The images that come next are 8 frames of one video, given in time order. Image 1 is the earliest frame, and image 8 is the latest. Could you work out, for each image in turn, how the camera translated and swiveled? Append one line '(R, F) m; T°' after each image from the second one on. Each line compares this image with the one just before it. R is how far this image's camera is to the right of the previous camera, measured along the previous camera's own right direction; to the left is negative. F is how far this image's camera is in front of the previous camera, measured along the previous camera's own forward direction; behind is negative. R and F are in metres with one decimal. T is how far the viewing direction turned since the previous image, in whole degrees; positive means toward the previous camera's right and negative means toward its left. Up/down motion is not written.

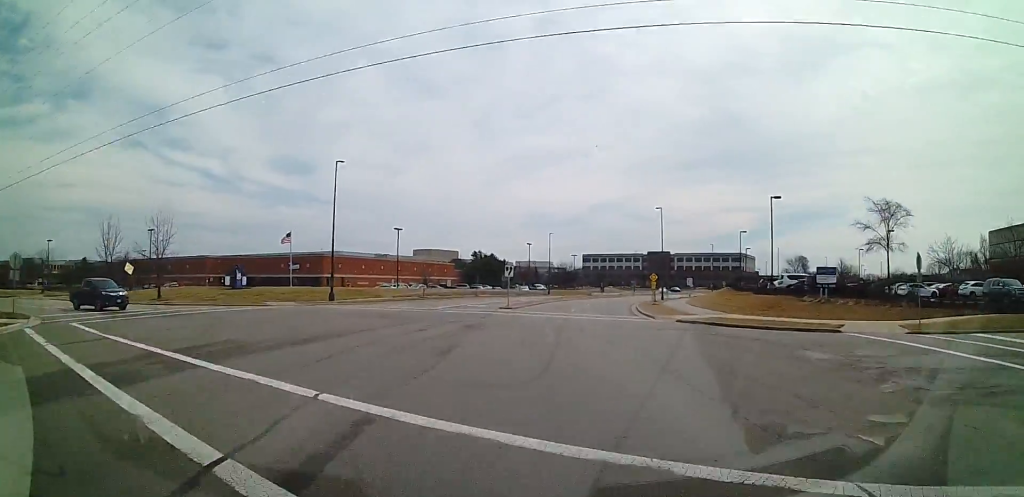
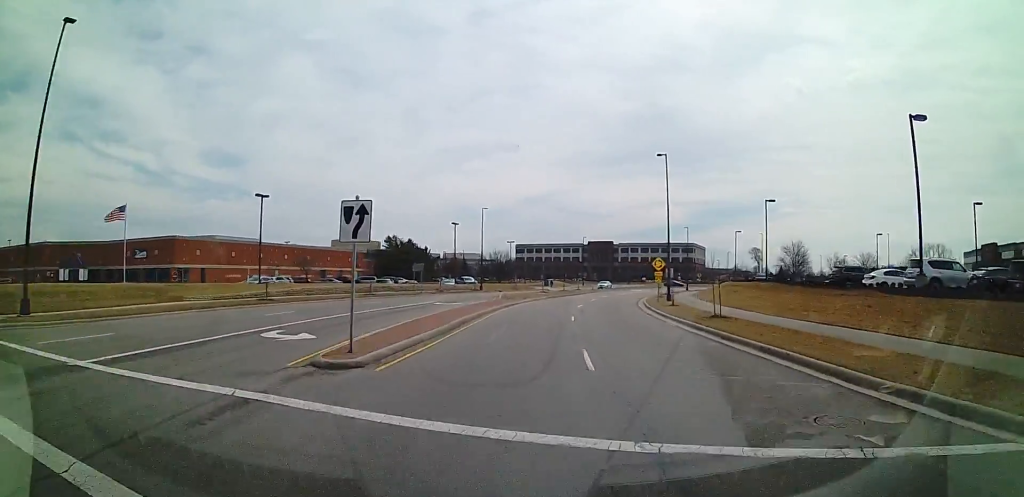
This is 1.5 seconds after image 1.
(+1.2, +27.8) m; +5°
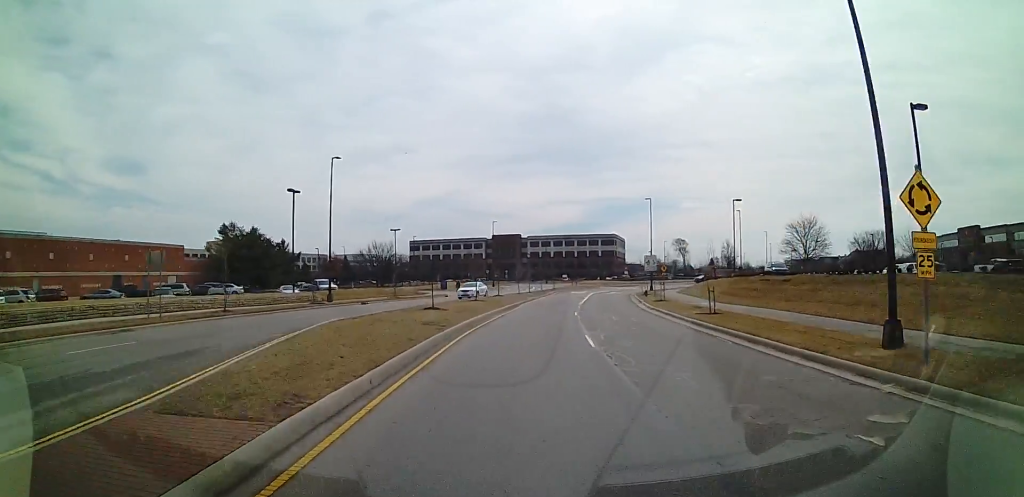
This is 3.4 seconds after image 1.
(+2.4, +33.4) m; +12°
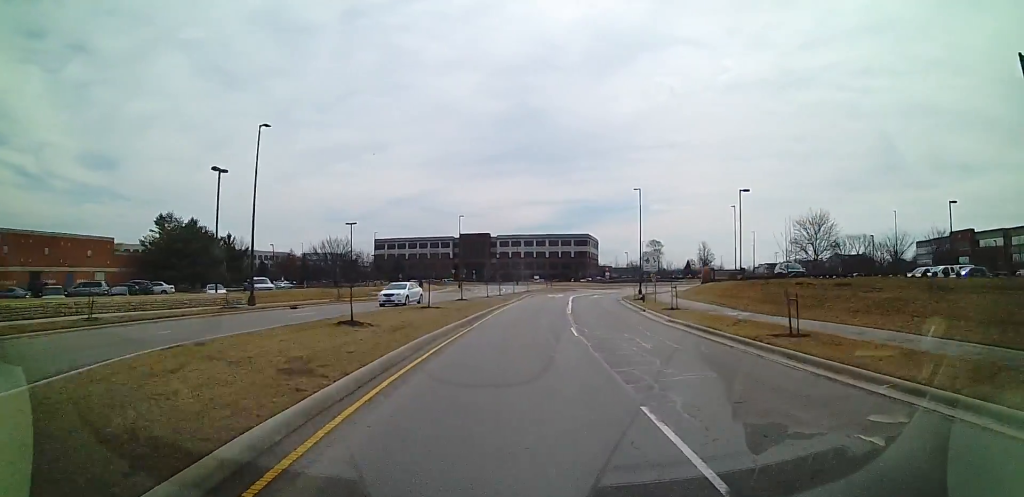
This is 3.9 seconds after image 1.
(+0.7, +9.3) m; +2°
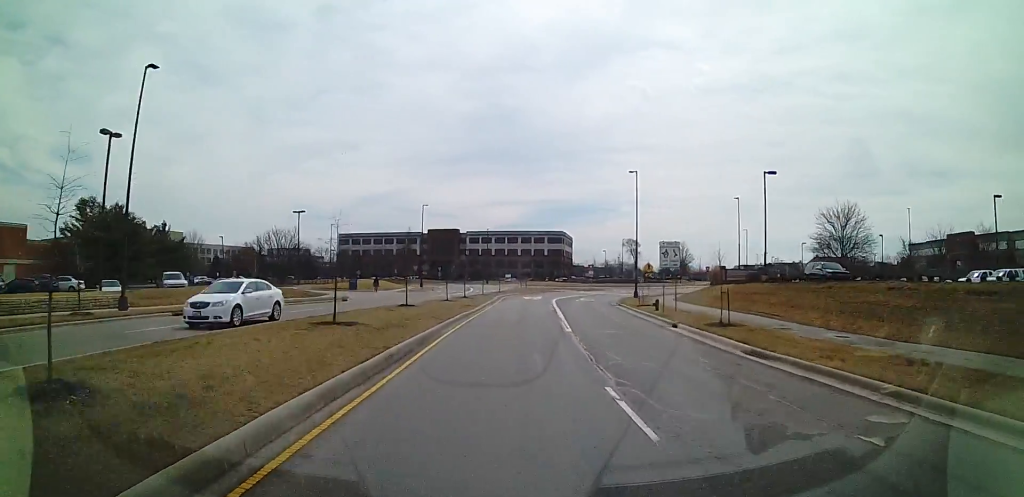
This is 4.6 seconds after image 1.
(+0.4, +10.9) m; +2°
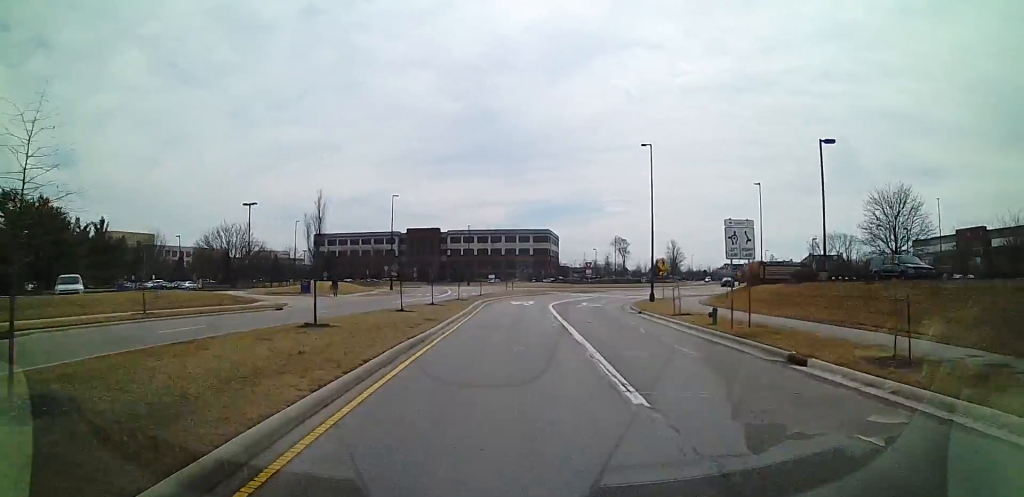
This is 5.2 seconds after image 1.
(-0.2, +10.4) m; +1°
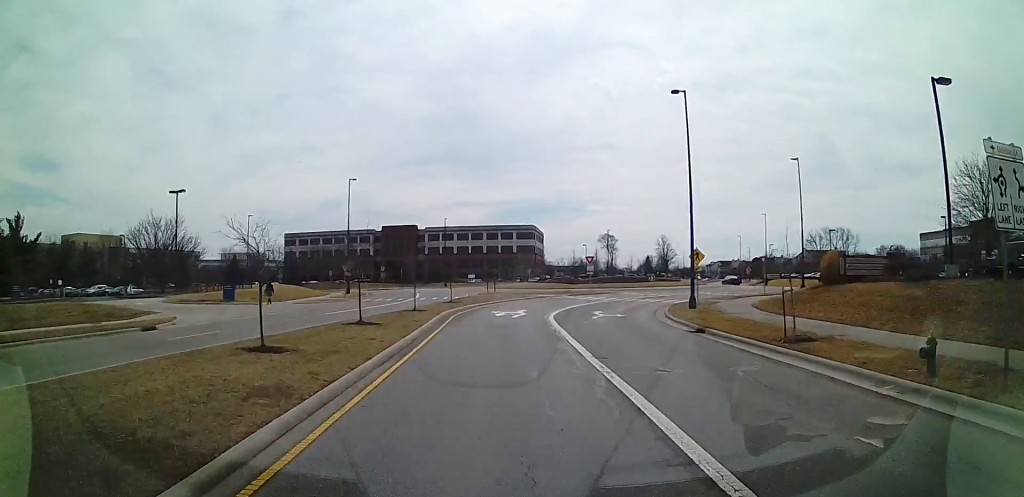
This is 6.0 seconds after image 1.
(+0.4, +12.0) m; +4°
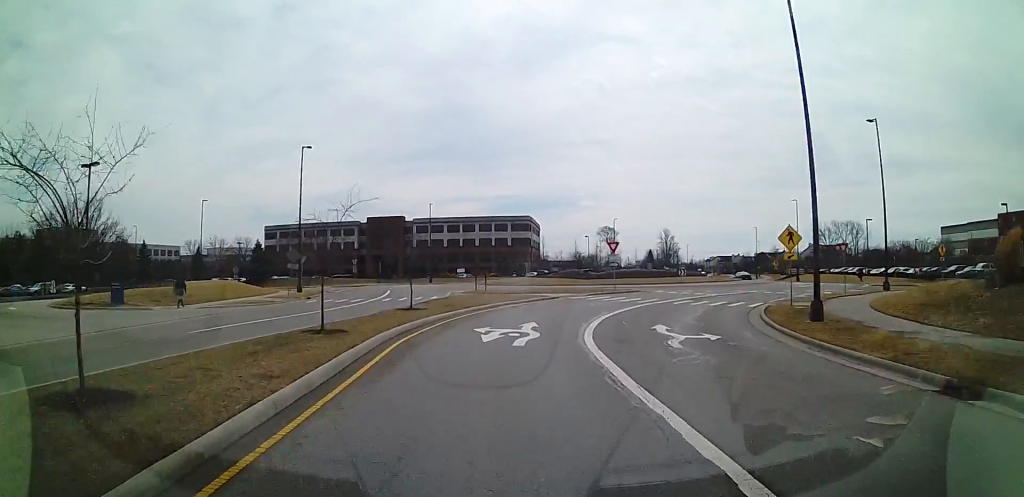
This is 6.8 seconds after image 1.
(+0.5, +12.1) m; +7°
